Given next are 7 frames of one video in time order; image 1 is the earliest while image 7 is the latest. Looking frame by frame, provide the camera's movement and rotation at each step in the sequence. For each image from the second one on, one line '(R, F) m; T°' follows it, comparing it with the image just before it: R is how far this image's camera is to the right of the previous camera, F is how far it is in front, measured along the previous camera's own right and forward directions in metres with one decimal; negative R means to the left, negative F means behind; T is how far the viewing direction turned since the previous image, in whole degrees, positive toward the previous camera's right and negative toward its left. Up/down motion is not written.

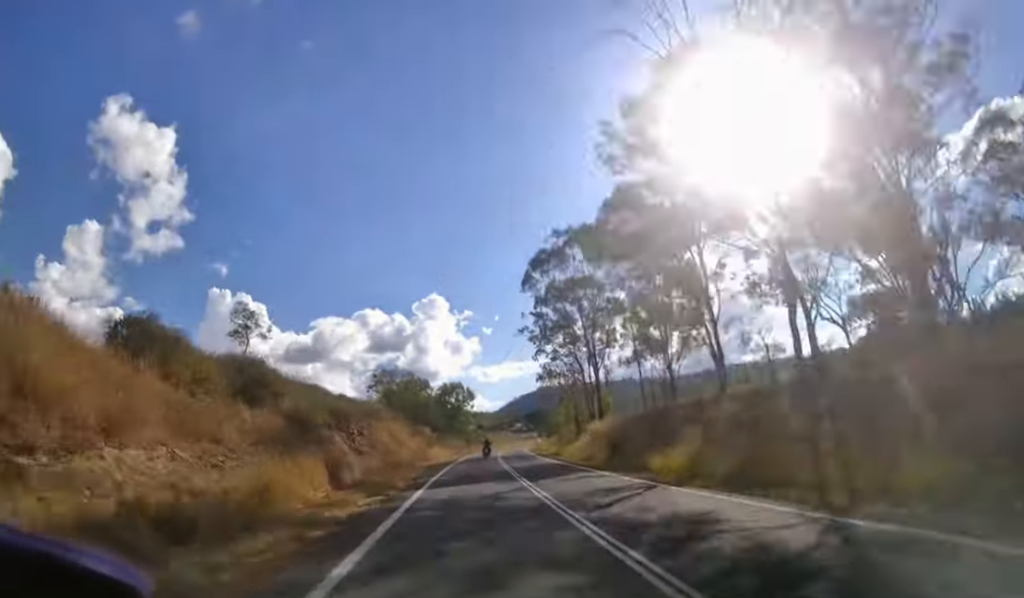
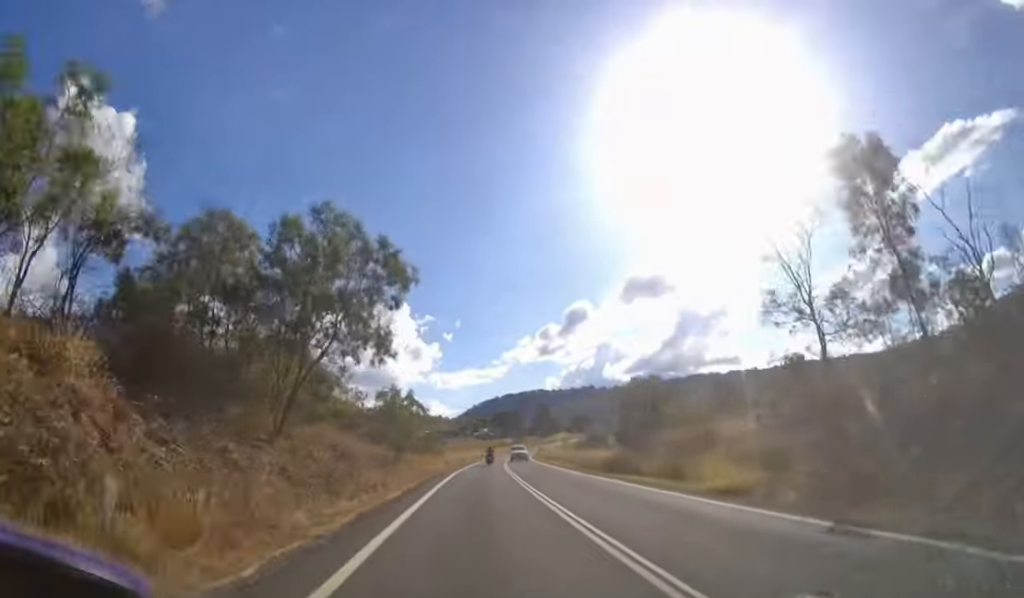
(+2.3, +60.0) m; +4°
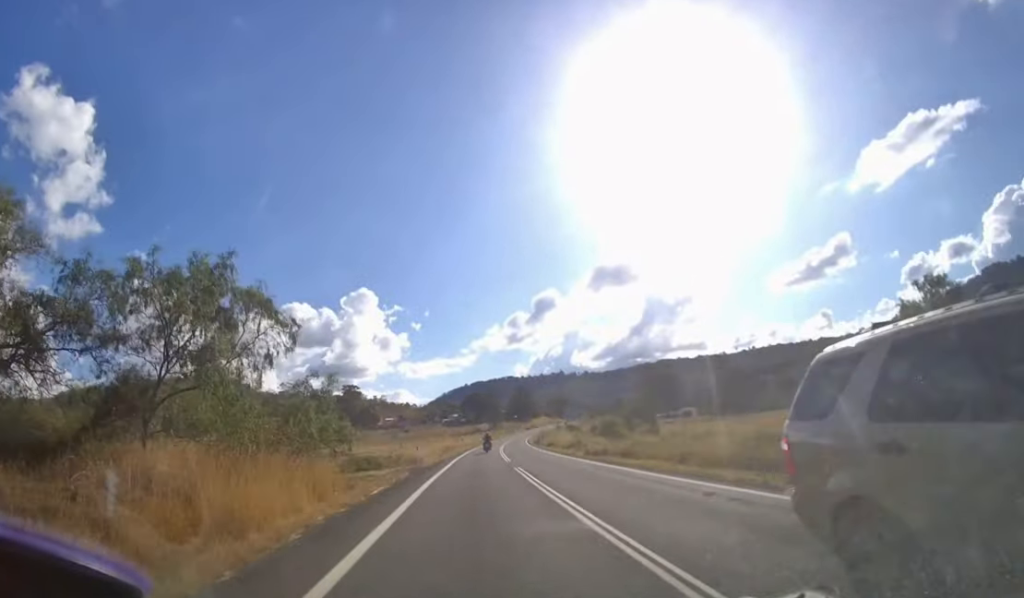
(+0.6, +33.5) m; +3°
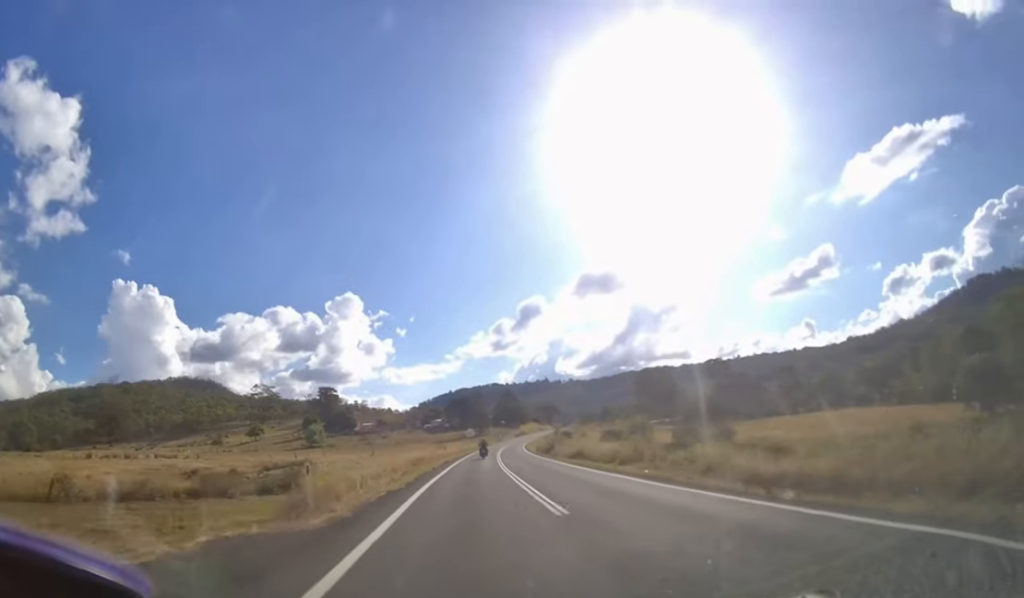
(+0.4, +15.5) m; +2°
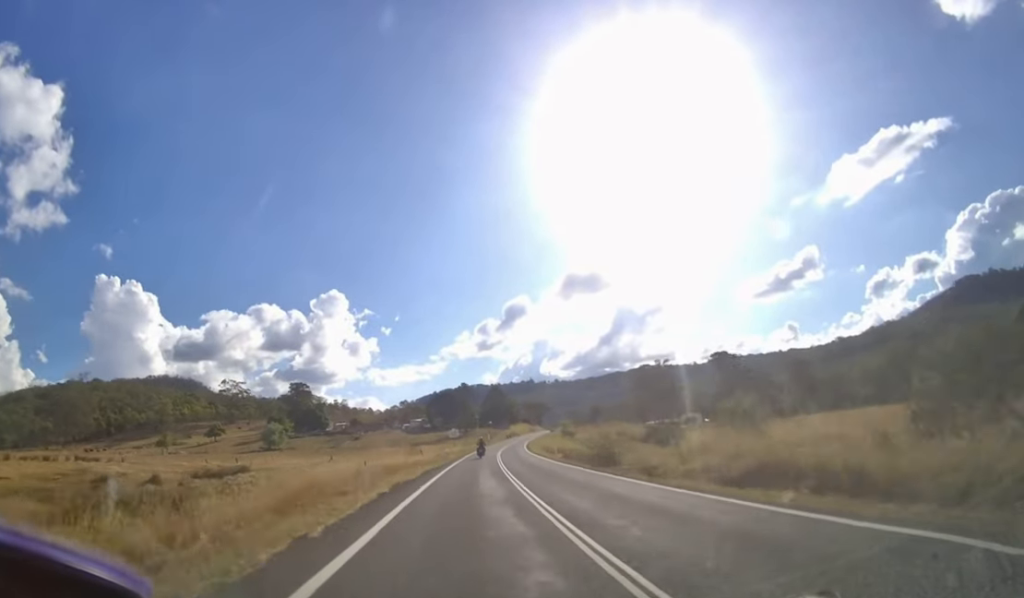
(+0.4, +19.4) m; +2°
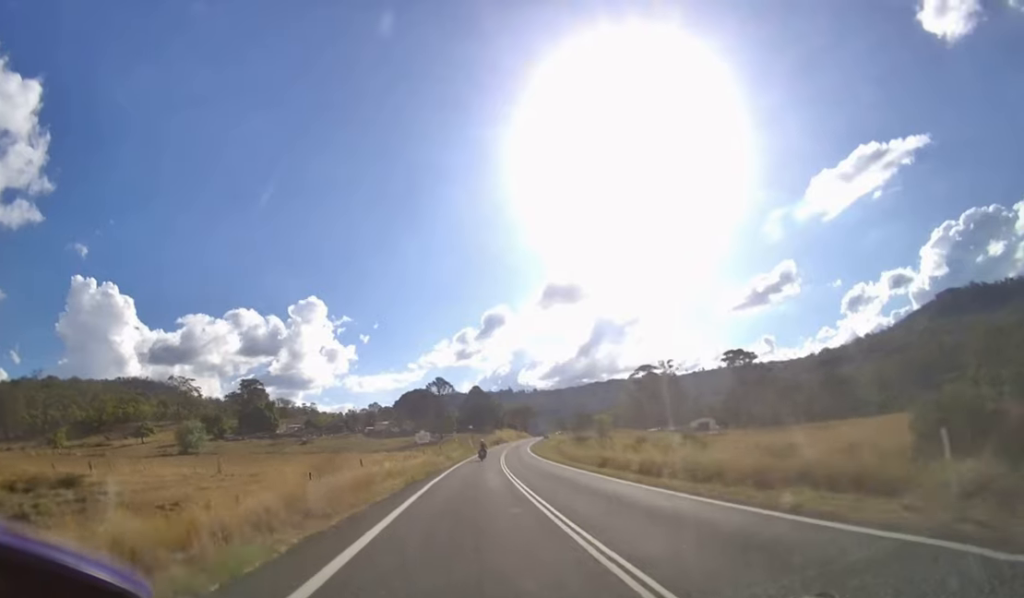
(+0.6, +27.9) m; +3°
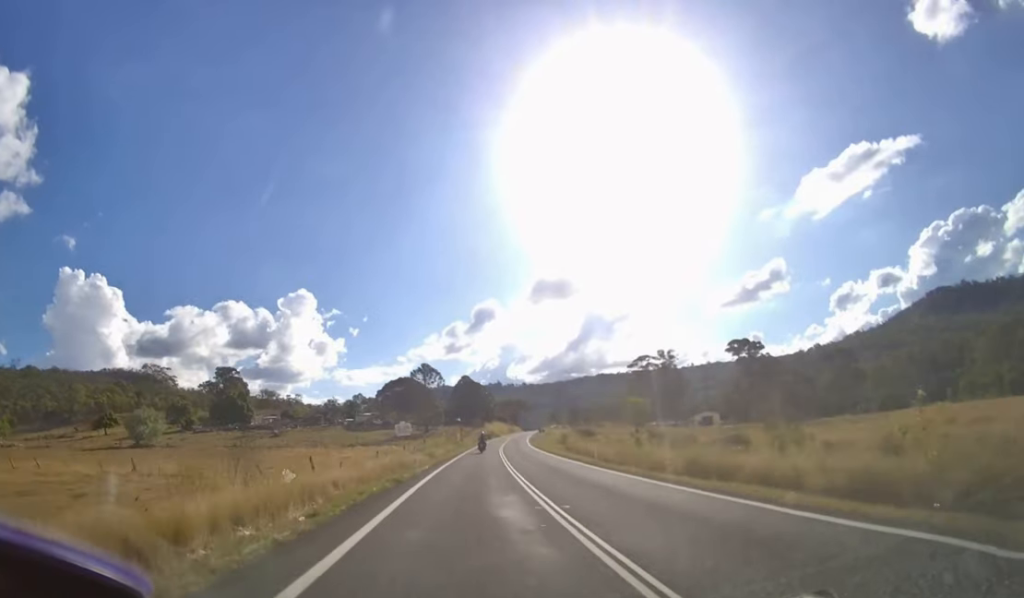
(+0.2, +12.0) m; +1°
